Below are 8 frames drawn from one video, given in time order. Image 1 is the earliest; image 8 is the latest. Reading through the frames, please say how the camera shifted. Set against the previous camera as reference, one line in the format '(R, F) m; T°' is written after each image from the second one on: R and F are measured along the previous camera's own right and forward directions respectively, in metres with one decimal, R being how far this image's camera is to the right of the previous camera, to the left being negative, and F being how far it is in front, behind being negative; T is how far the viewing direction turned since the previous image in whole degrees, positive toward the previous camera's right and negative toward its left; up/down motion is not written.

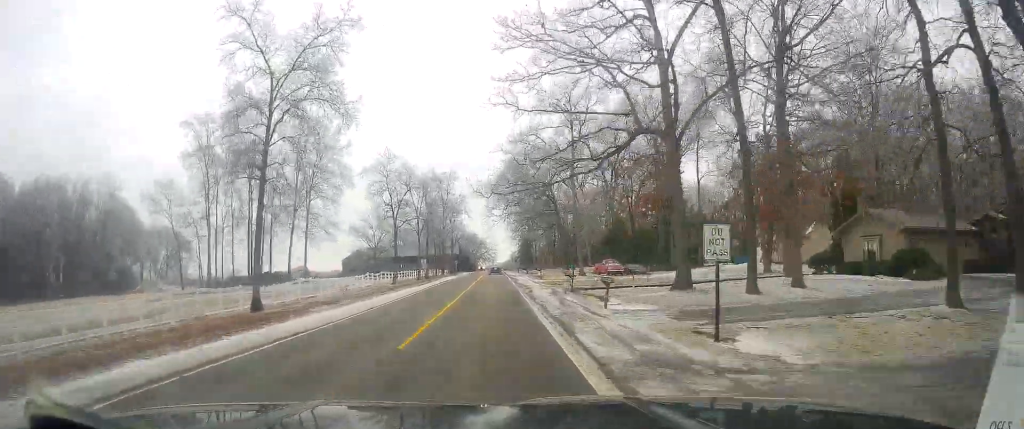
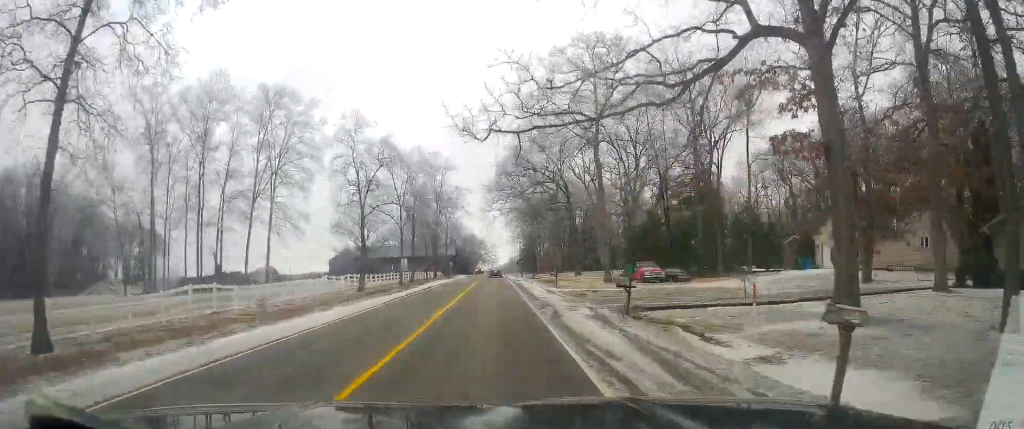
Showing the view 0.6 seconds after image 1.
(-0.3, +15.7) m; -1°
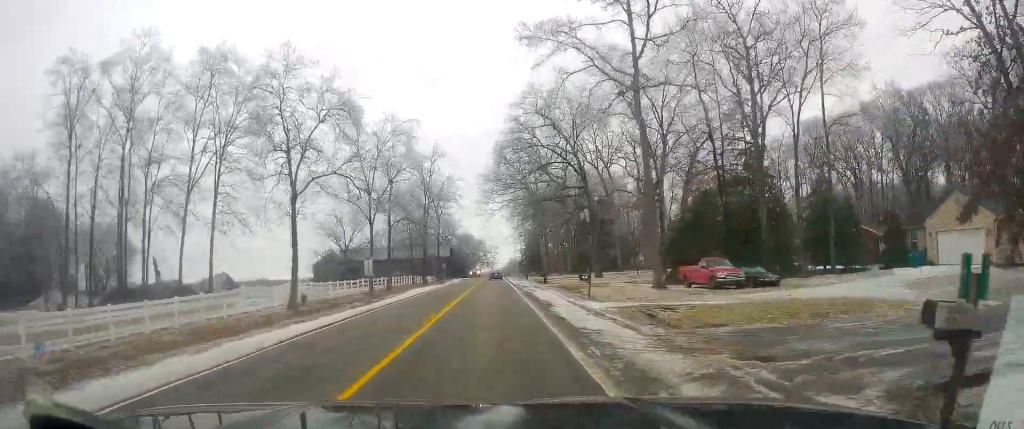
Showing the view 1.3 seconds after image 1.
(-0.1, +16.6) m; 0°
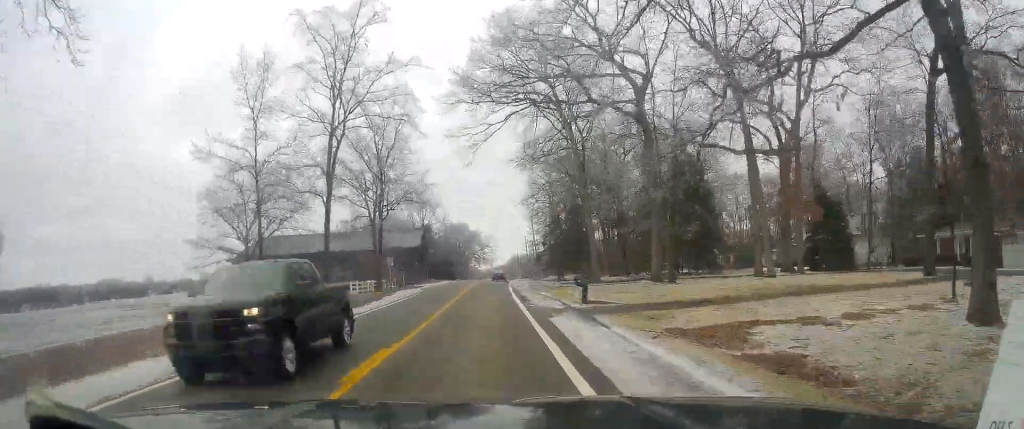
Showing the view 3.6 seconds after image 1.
(+0.7, +56.6) m; +1°
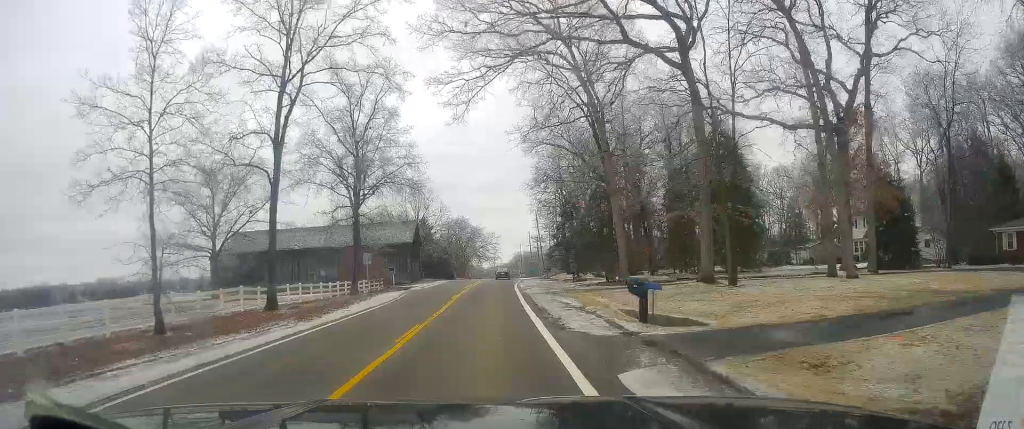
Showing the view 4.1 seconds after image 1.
(+0.1, +11.0) m; 0°
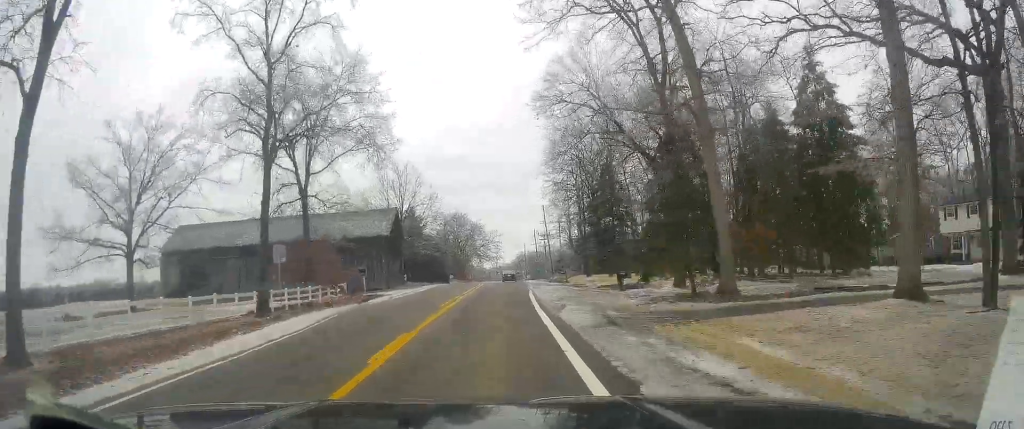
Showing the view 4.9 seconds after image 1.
(-0.4, +18.8) m; 0°
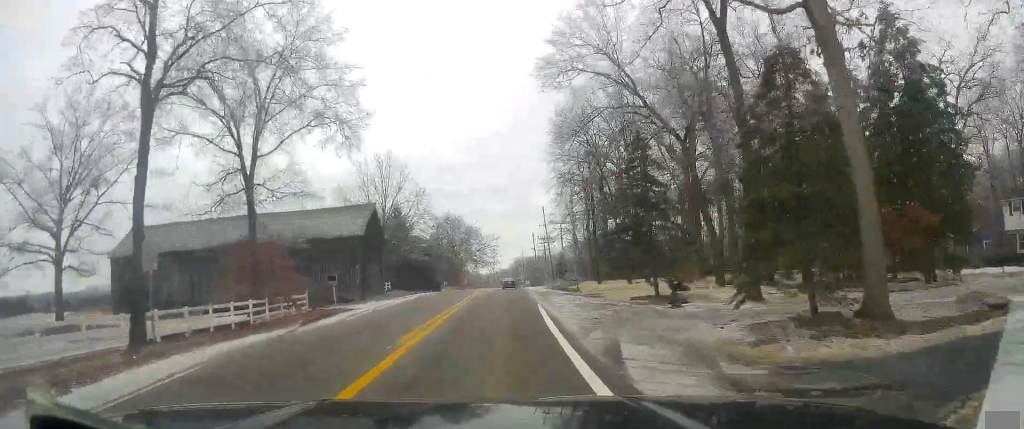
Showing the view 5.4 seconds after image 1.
(+0.2, +10.4) m; +1°
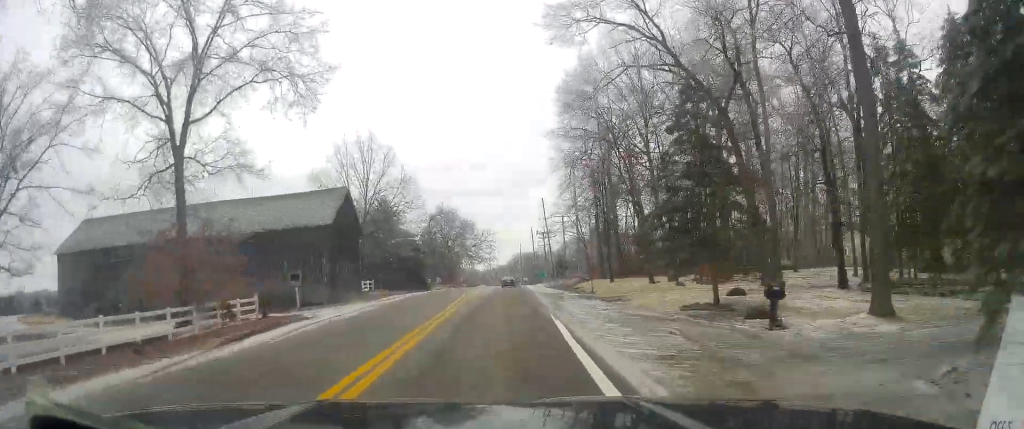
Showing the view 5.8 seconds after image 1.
(+0.1, +8.9) m; +1°
